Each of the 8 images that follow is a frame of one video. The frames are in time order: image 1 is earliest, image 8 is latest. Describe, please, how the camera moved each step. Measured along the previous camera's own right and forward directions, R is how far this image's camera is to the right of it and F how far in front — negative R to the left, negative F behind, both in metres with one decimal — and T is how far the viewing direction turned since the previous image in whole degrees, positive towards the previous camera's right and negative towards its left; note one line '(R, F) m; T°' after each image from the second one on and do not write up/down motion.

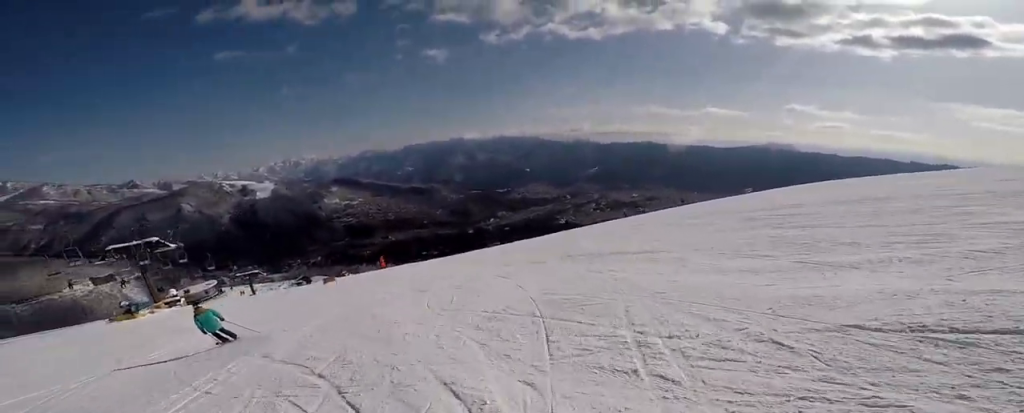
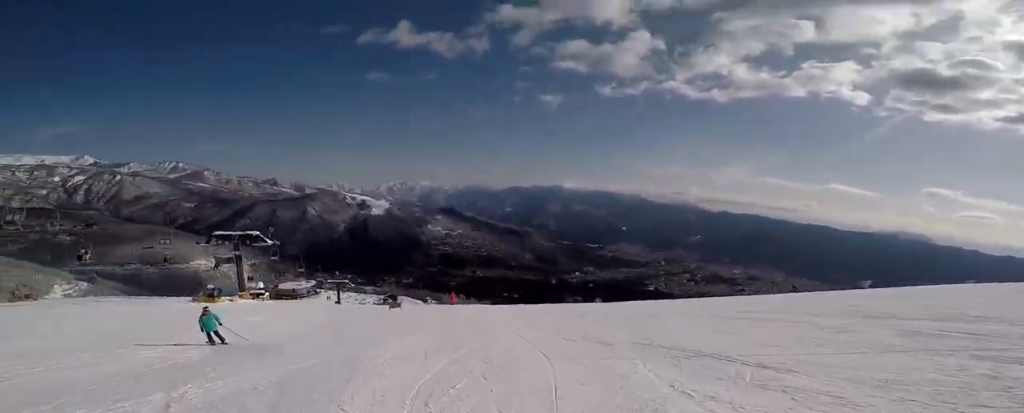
(-0.2, +3.7) m; -4°
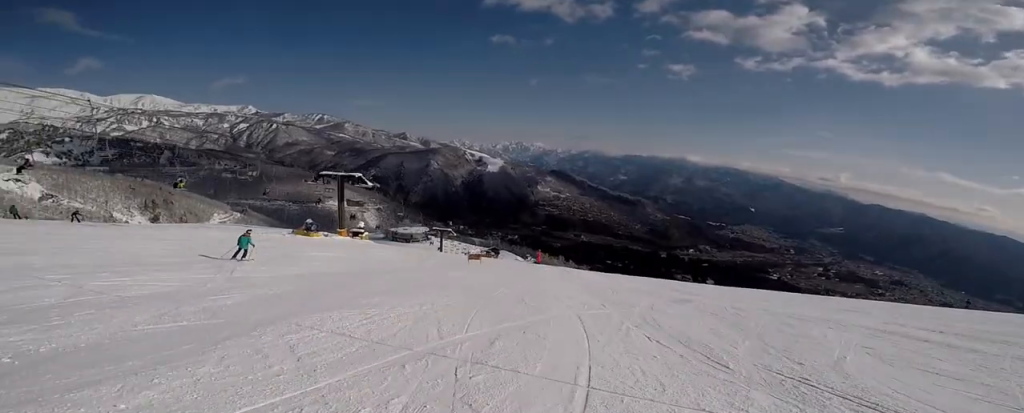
(-0.2, +4.7) m; -13°
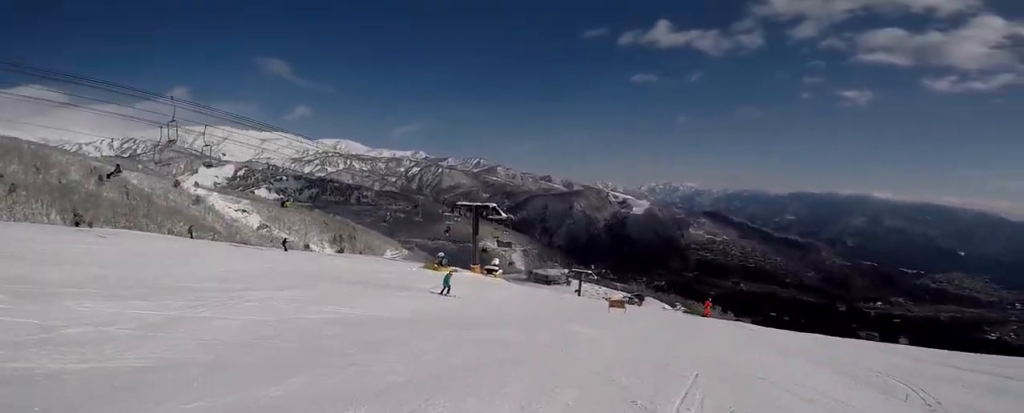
(-1.9, +7.4) m; -32°
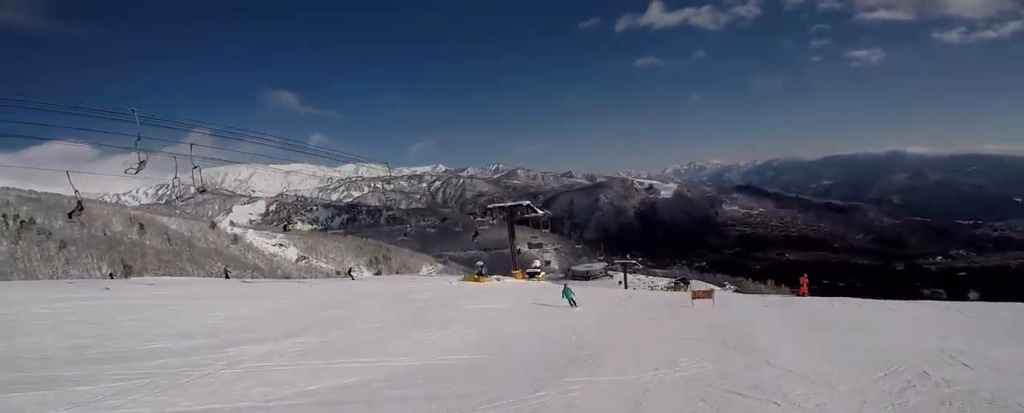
(-0.9, +4.5) m; -15°
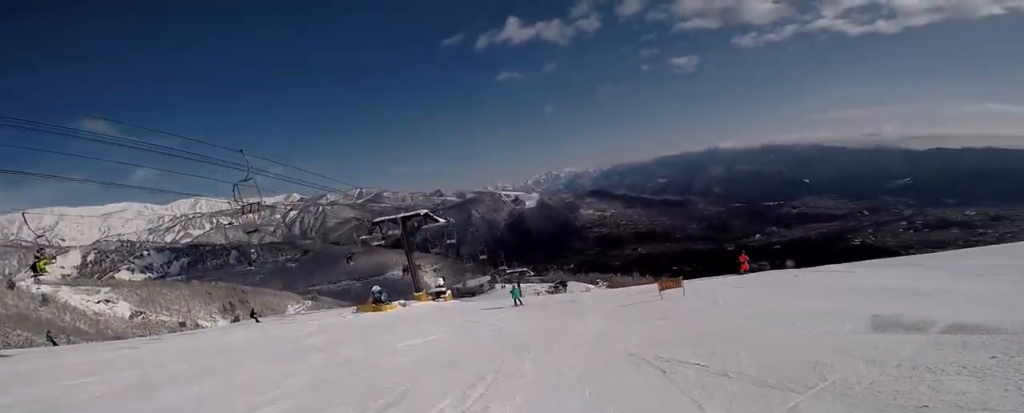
(-1.0, +6.5) m; 0°
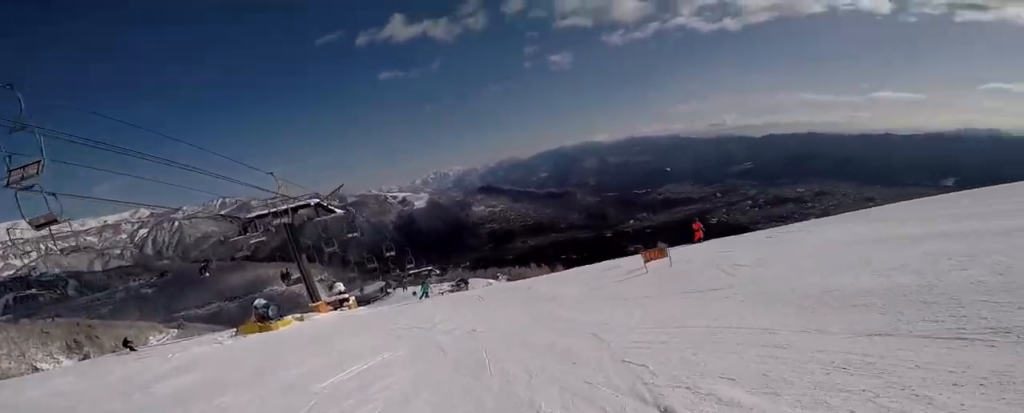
(+0.5, +4.9) m; +21°
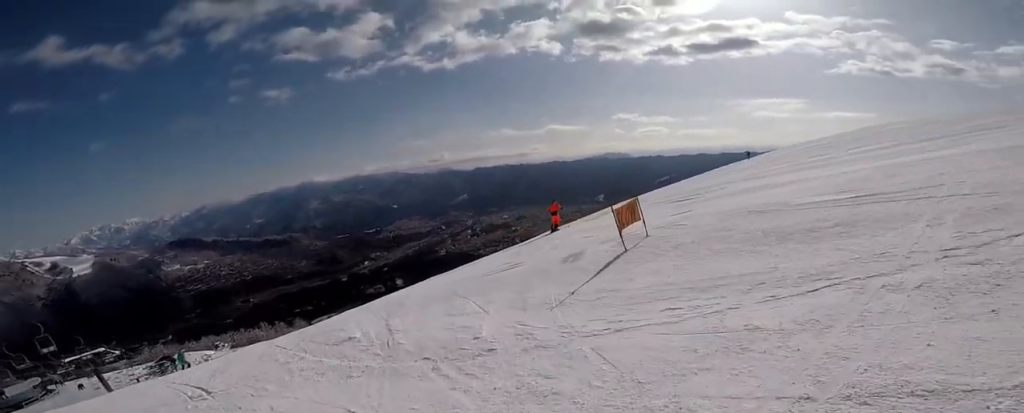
(+4.3, +8.4) m; +44°
